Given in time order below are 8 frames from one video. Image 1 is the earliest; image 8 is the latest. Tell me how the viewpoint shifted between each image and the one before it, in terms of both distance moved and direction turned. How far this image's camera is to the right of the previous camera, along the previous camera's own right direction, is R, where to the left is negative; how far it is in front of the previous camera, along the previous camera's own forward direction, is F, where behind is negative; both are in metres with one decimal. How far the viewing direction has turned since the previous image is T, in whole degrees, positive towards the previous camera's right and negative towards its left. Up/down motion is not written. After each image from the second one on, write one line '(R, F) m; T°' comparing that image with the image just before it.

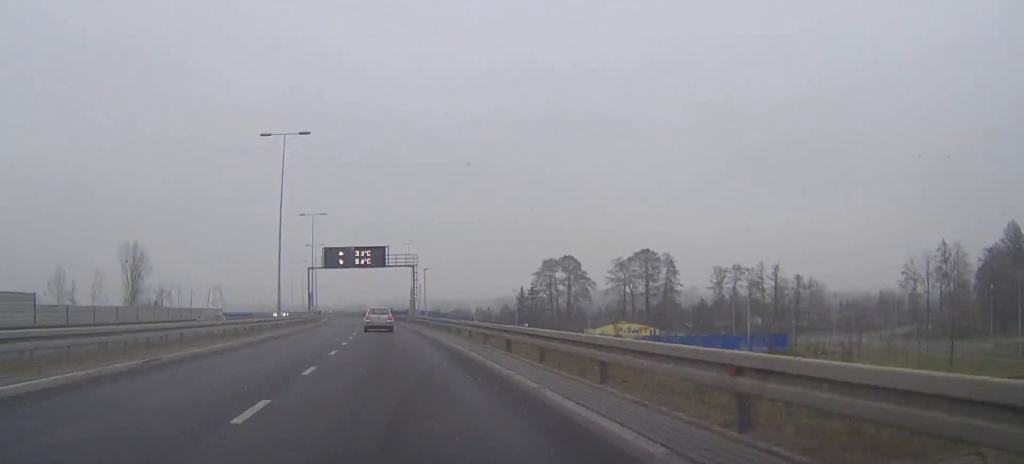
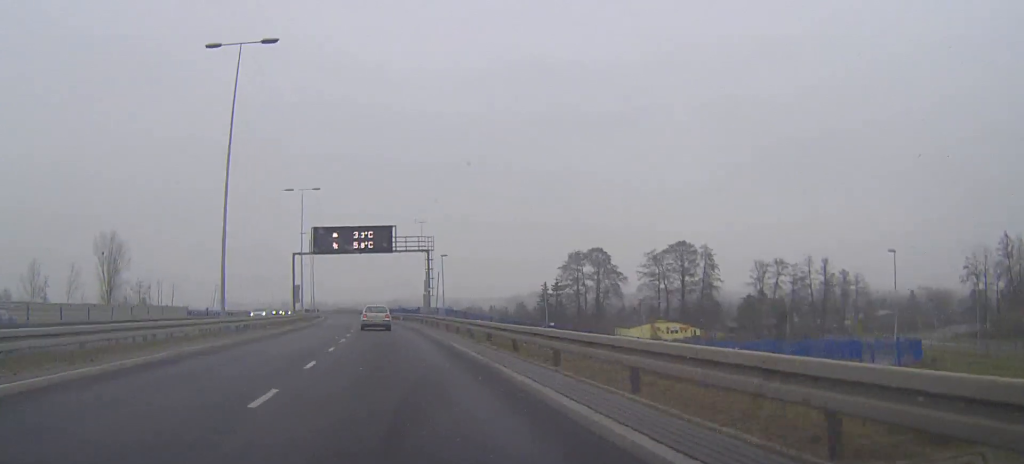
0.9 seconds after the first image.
(-0.1, +17.5) m; -1°
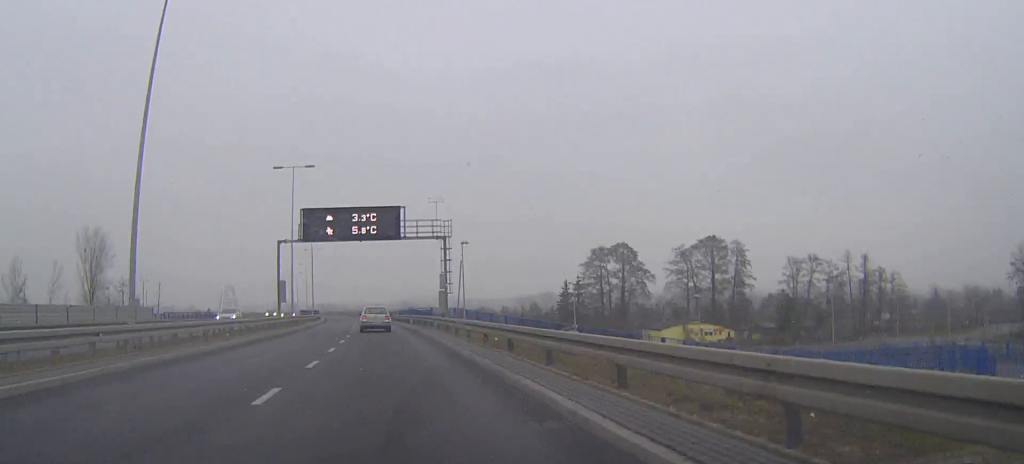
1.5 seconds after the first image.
(-0.1, +11.4) m; -1°
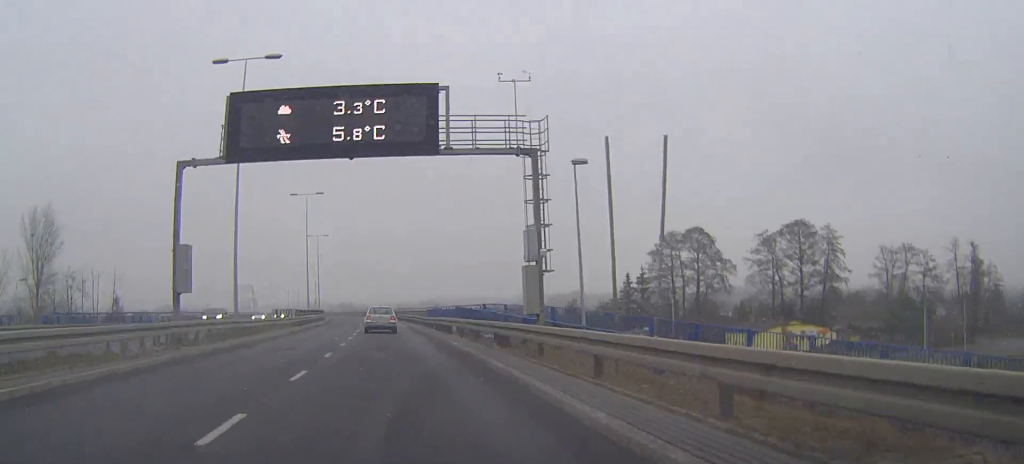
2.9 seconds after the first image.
(-0.3, +26.5) m; -2°
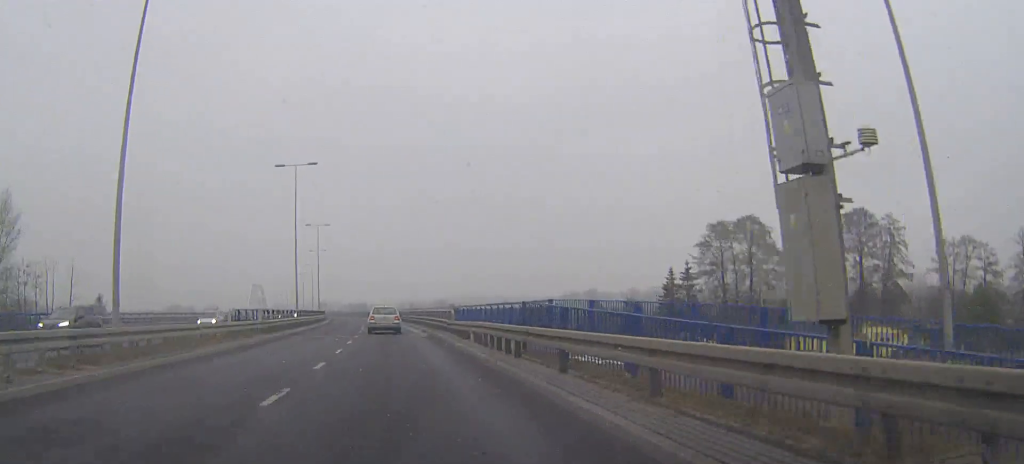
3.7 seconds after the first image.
(-0.1, +15.1) m; -1°
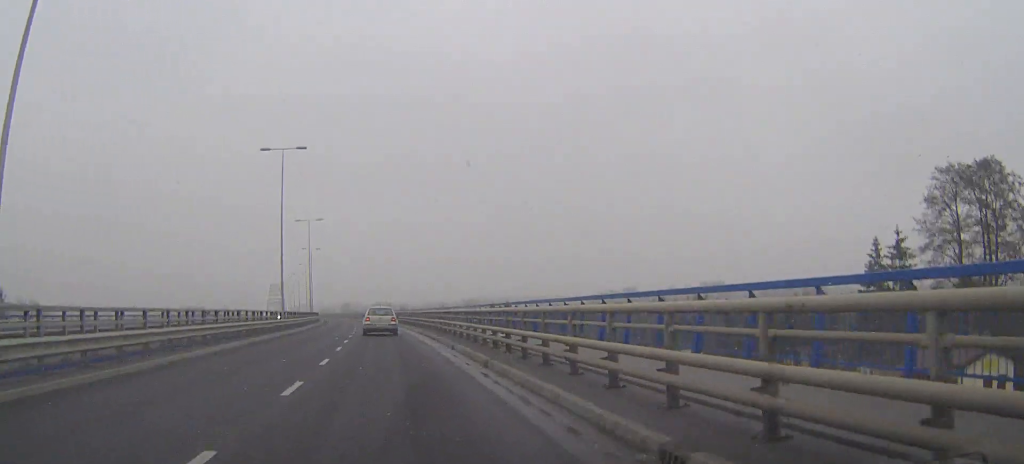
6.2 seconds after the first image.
(-1.0, +46.0) m; -2°
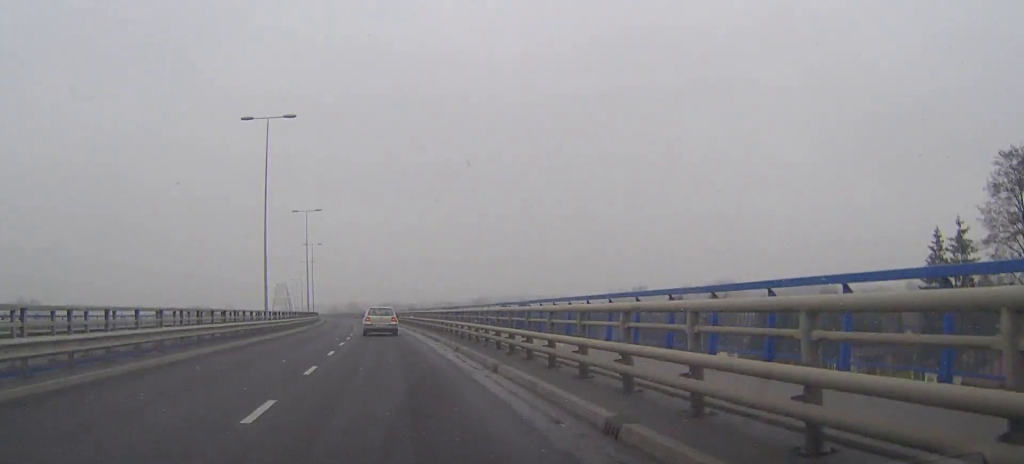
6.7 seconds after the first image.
(0.0, +8.8) m; 0°
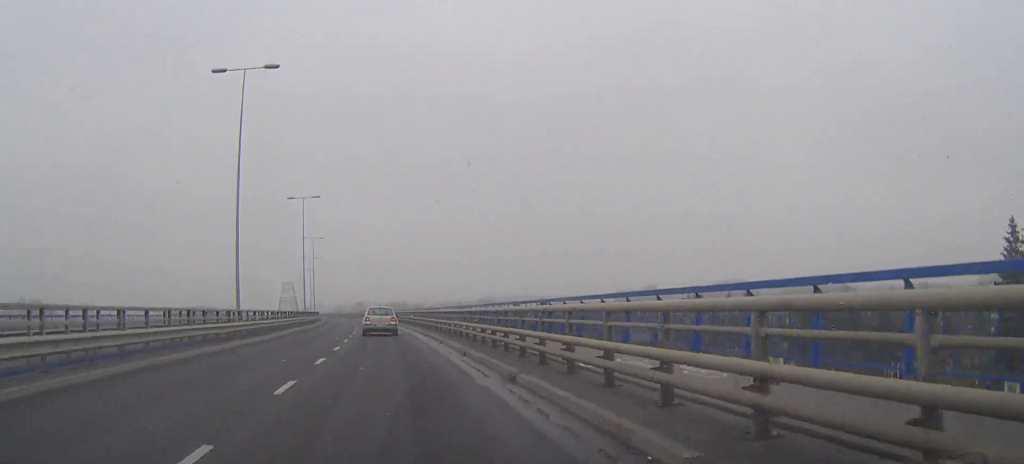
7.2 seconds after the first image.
(-0.1, +9.6) m; -1°
